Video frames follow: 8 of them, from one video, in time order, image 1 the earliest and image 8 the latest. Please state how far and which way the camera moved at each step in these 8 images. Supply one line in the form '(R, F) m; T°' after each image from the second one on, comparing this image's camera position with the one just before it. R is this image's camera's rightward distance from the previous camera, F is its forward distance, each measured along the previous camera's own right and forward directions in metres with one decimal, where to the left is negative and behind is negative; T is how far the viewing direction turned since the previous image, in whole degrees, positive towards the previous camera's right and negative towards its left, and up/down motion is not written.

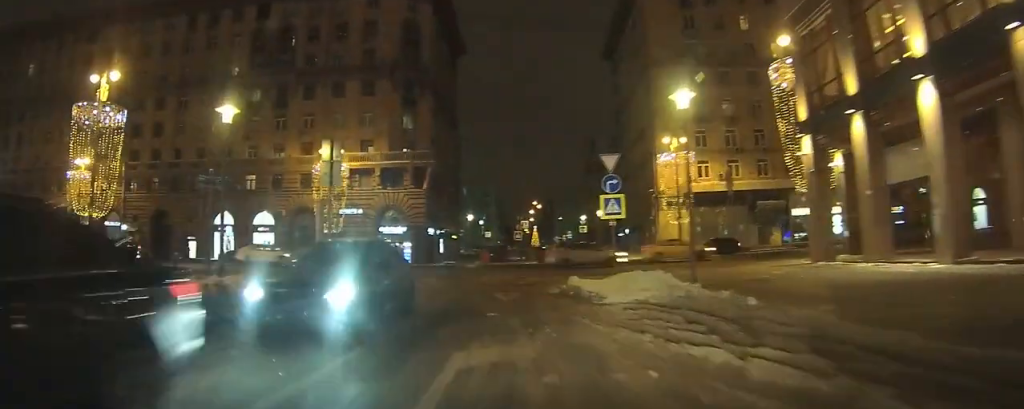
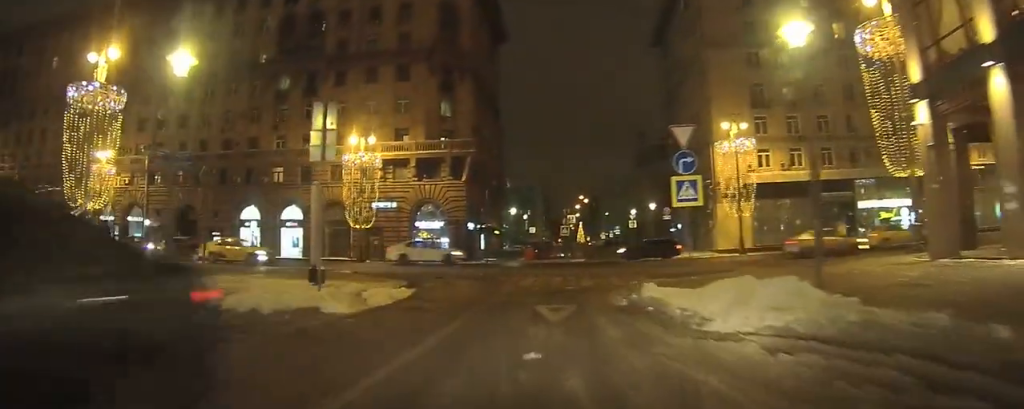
(+0.1, +4.6) m; +1°
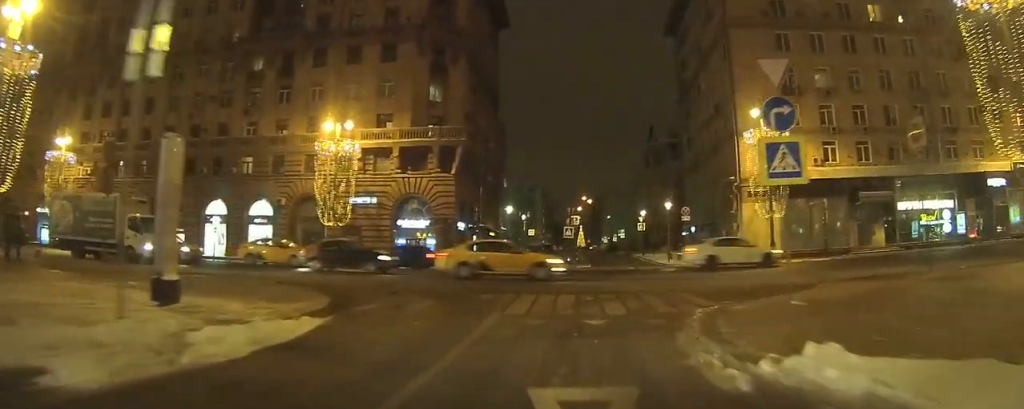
(+0.1, +7.0) m; +3°
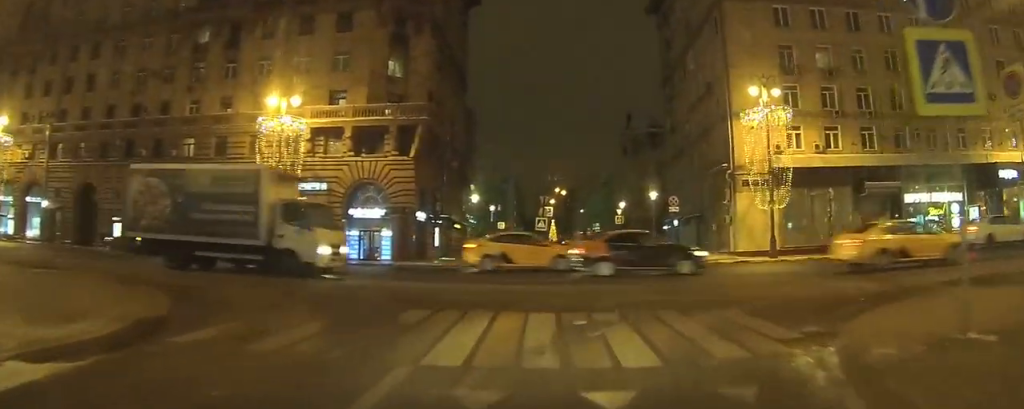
(+0.2, +5.2) m; +5°
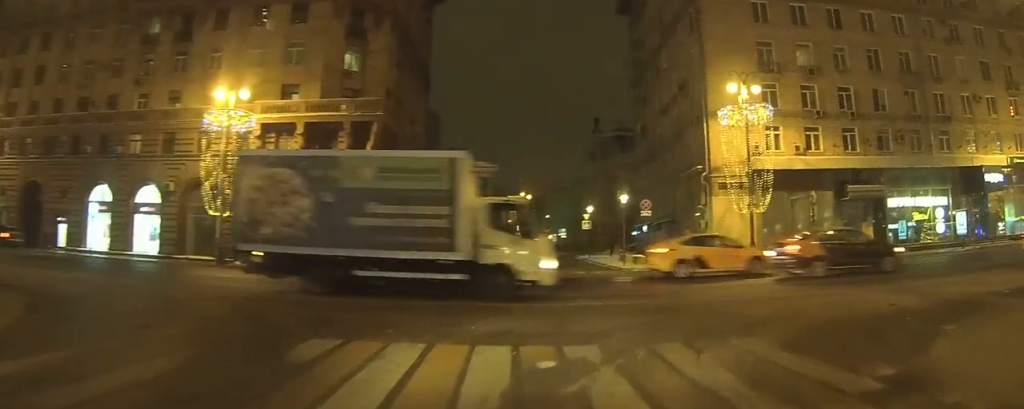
(+0.1, +2.4) m; +9°
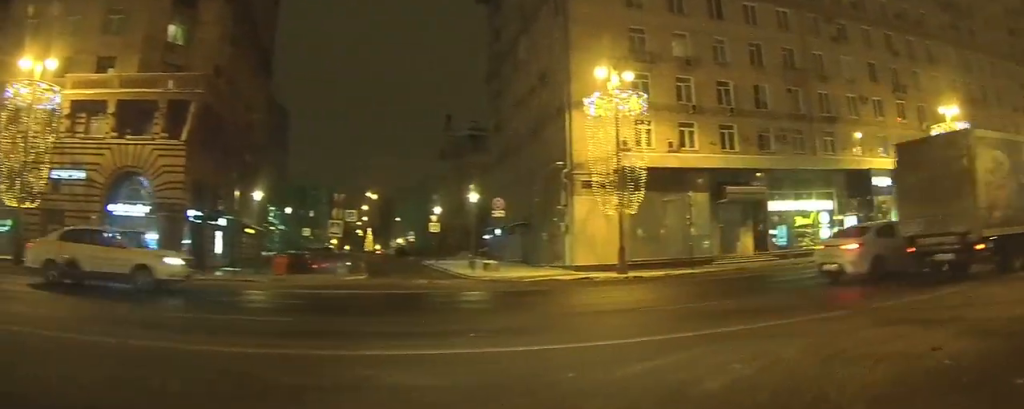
(+1.1, +5.2) m; +15°
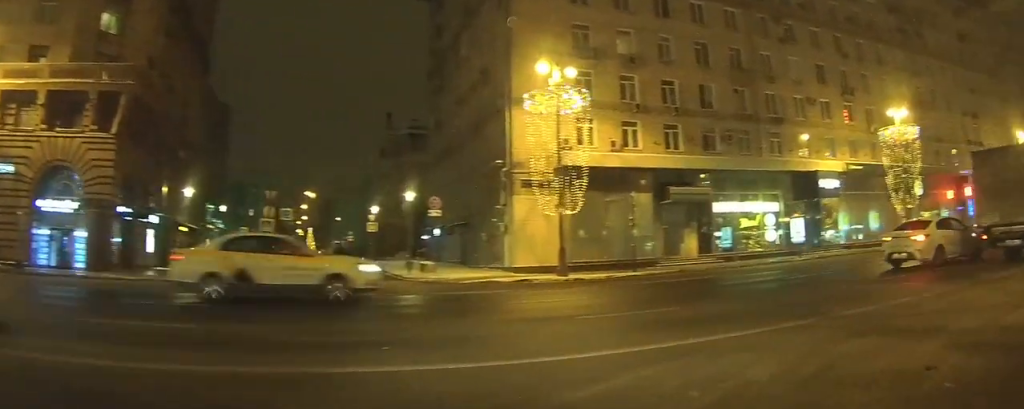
(-0.2, +1.3) m; +1°
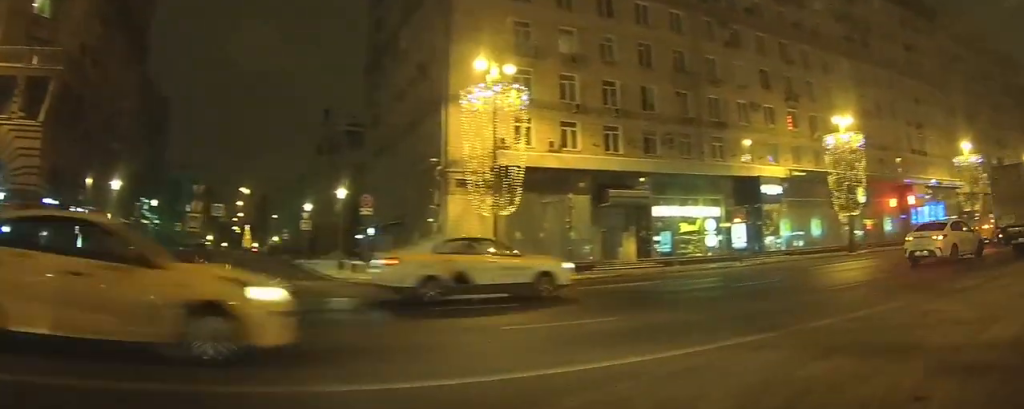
(-0.1, +1.3) m; +5°
